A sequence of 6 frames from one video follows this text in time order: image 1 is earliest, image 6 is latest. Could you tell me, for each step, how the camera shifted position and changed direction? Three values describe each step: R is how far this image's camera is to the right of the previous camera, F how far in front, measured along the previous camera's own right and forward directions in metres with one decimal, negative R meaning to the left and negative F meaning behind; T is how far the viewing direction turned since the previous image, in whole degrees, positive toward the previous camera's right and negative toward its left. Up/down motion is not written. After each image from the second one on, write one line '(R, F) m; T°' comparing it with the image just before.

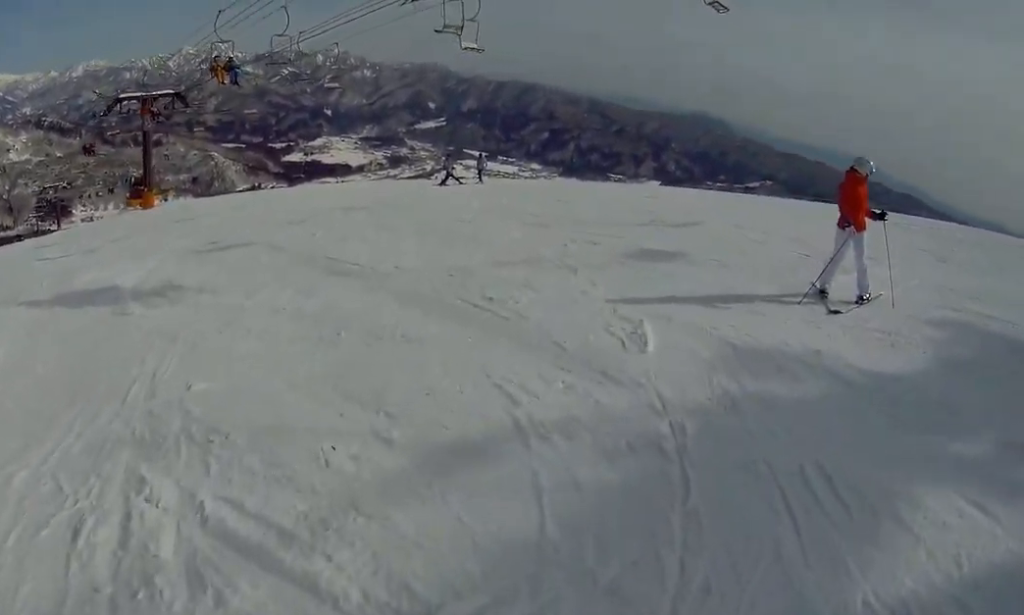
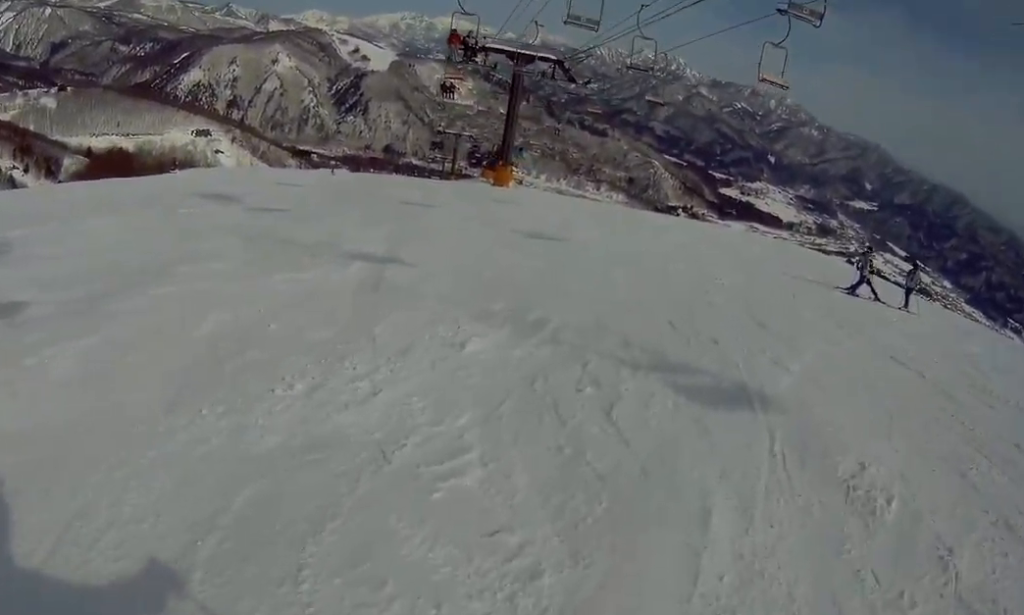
(-1.5, +15.4) m; -24°
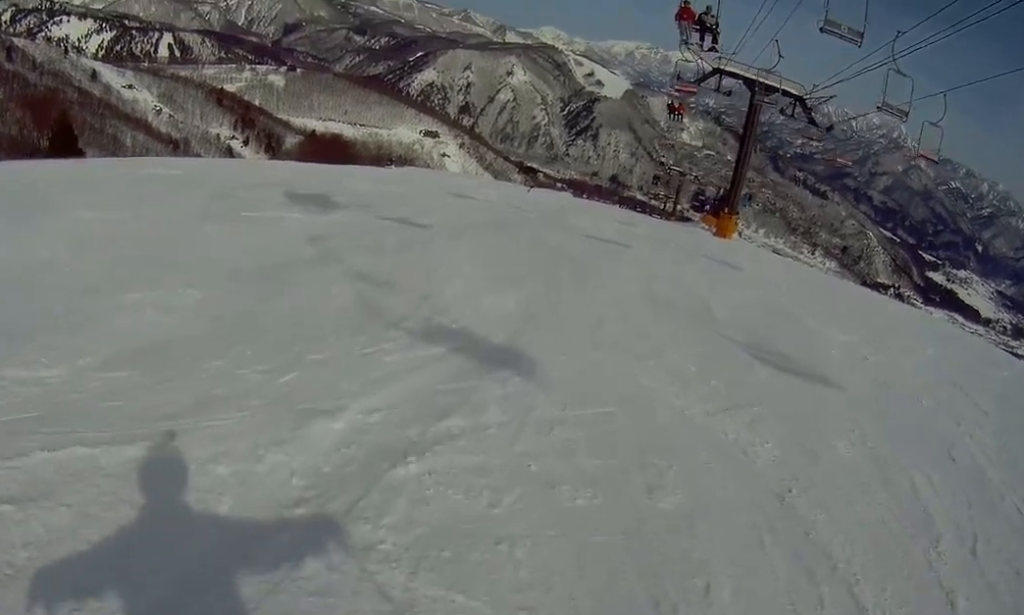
(-0.6, +7.5) m; -7°
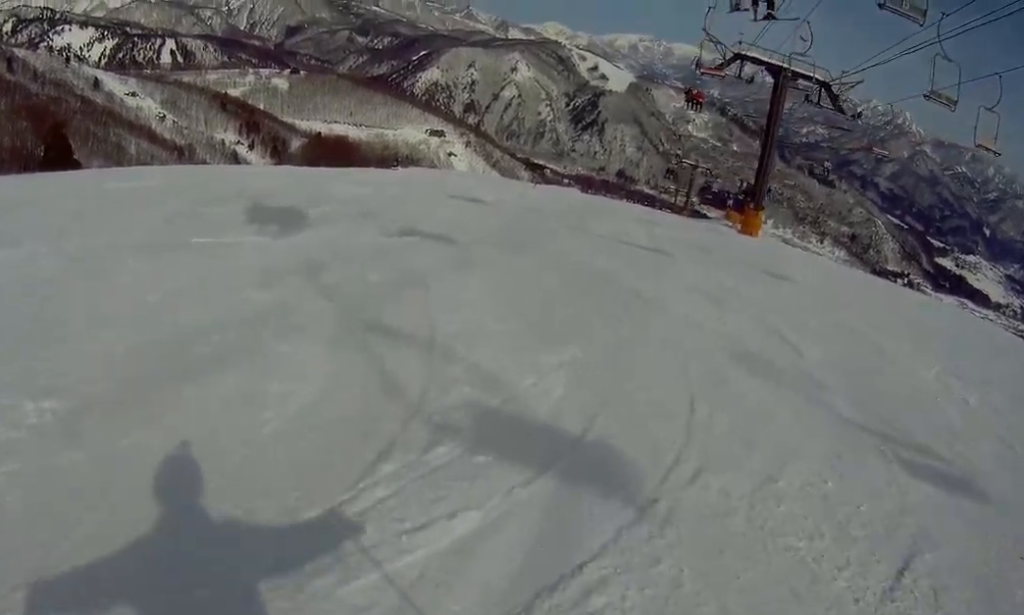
(-0.2, +2.5) m; -1°
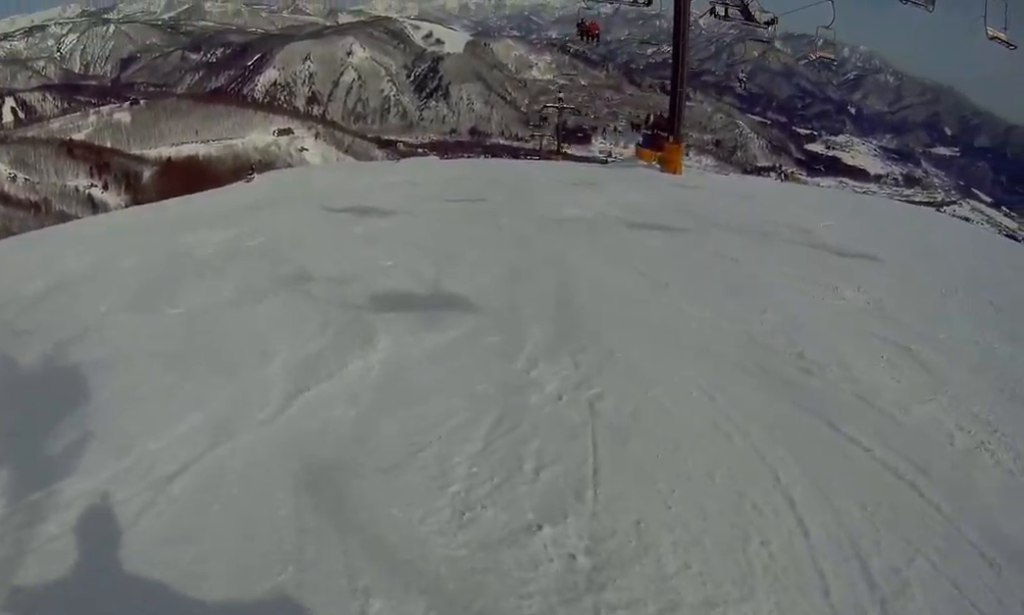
(+0.1, +4.7) m; +6°
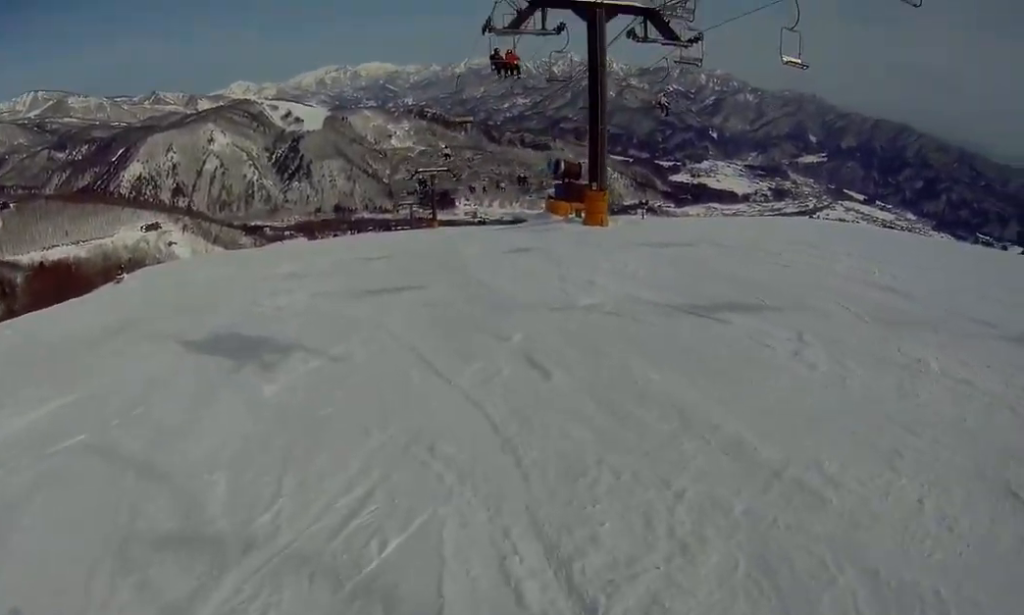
(+0.4, +4.4) m; +3°
